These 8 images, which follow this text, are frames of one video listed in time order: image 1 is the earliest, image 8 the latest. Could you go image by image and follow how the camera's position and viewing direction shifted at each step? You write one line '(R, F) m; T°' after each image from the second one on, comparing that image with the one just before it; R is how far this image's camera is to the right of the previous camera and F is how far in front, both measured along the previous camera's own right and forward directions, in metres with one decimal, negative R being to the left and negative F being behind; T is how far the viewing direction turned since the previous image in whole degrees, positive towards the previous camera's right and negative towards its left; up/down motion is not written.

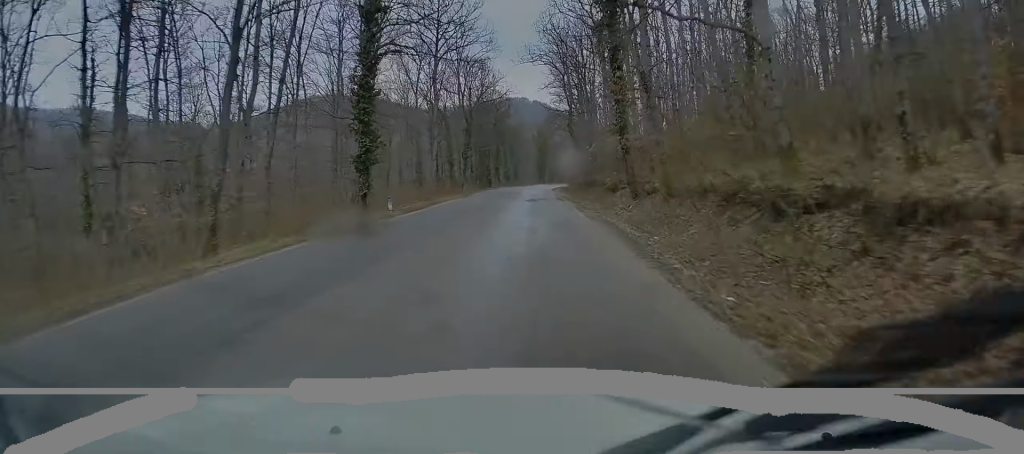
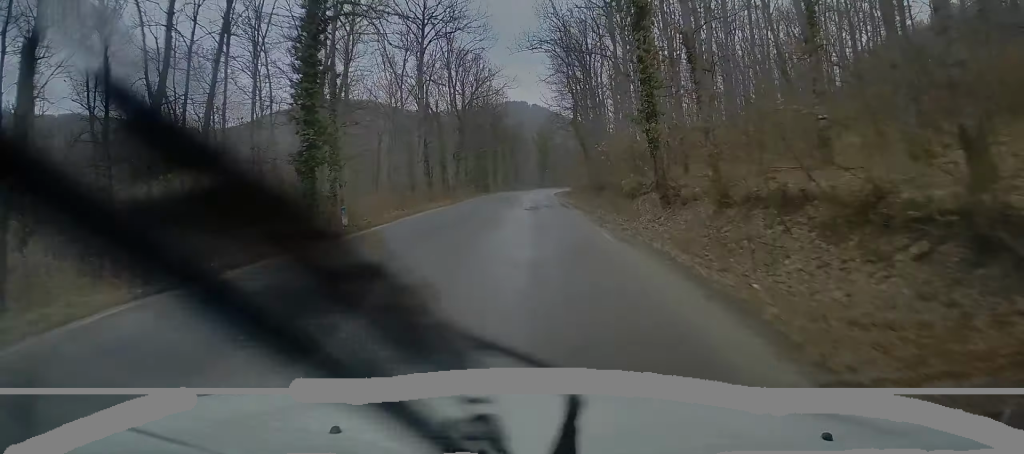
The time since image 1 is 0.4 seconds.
(-0.1, +6.0) m; 0°
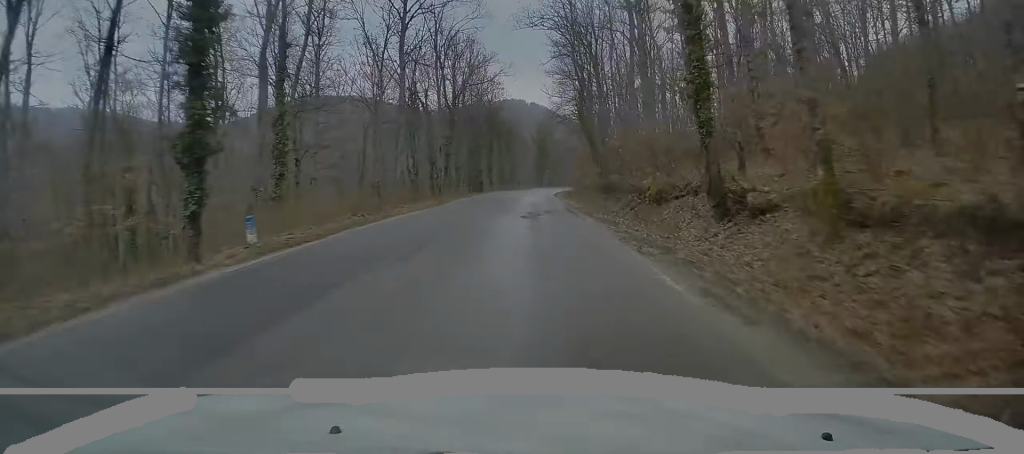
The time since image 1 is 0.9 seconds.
(-0.1, +6.1) m; 0°
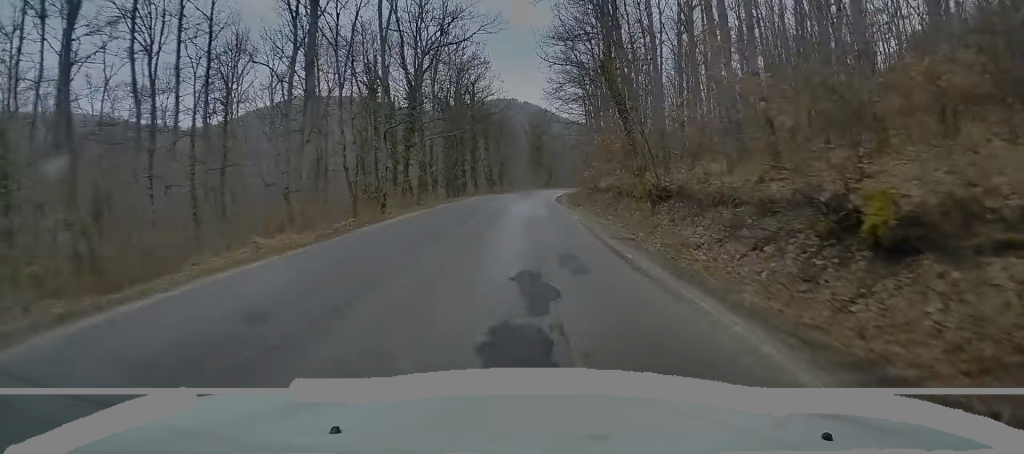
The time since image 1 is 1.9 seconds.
(+0.3, +15.4) m; +2°
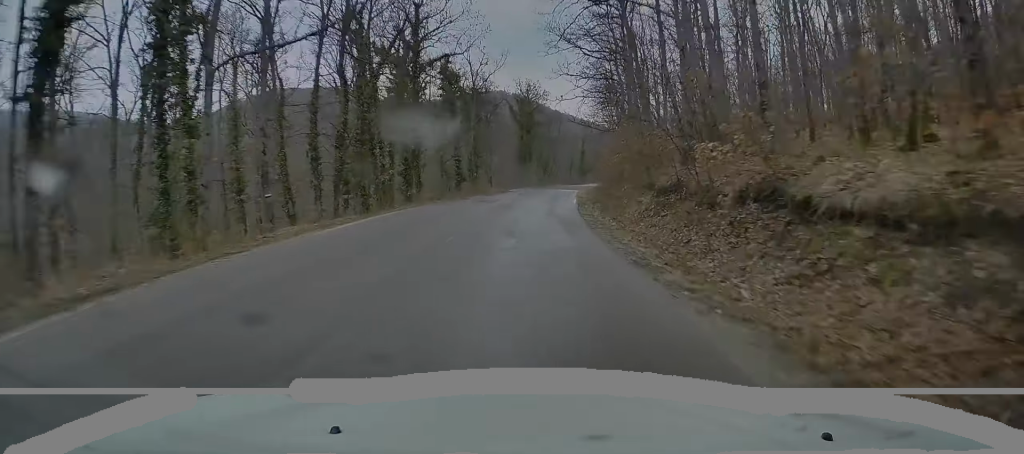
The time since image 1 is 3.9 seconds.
(+0.6, +31.3) m; +3°
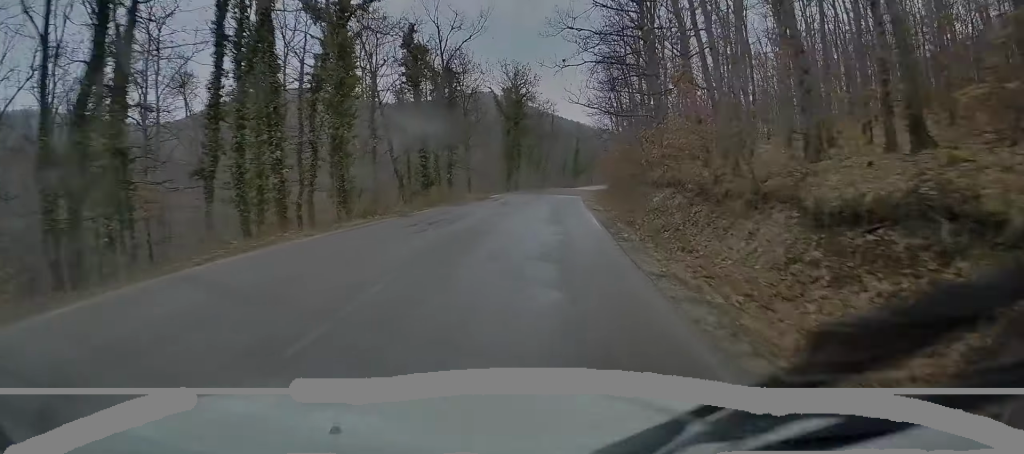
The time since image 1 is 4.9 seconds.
(+0.2, +13.9) m; +2°
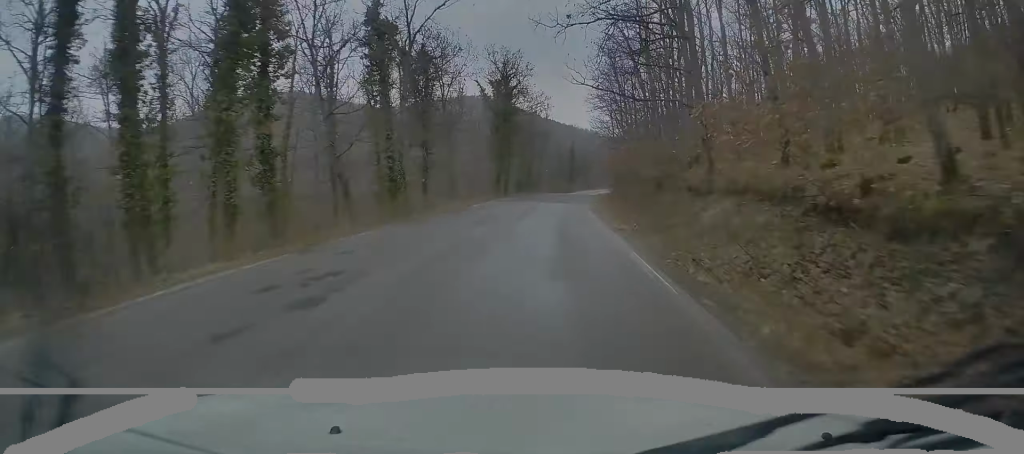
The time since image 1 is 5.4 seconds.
(+0.1, +8.9) m; +1°
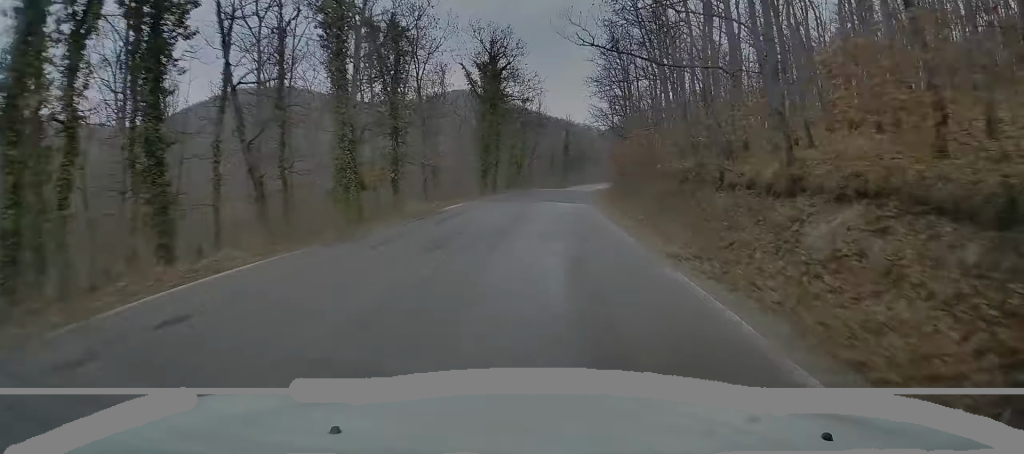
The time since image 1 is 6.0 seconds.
(0.0, +7.8) m; +1°
